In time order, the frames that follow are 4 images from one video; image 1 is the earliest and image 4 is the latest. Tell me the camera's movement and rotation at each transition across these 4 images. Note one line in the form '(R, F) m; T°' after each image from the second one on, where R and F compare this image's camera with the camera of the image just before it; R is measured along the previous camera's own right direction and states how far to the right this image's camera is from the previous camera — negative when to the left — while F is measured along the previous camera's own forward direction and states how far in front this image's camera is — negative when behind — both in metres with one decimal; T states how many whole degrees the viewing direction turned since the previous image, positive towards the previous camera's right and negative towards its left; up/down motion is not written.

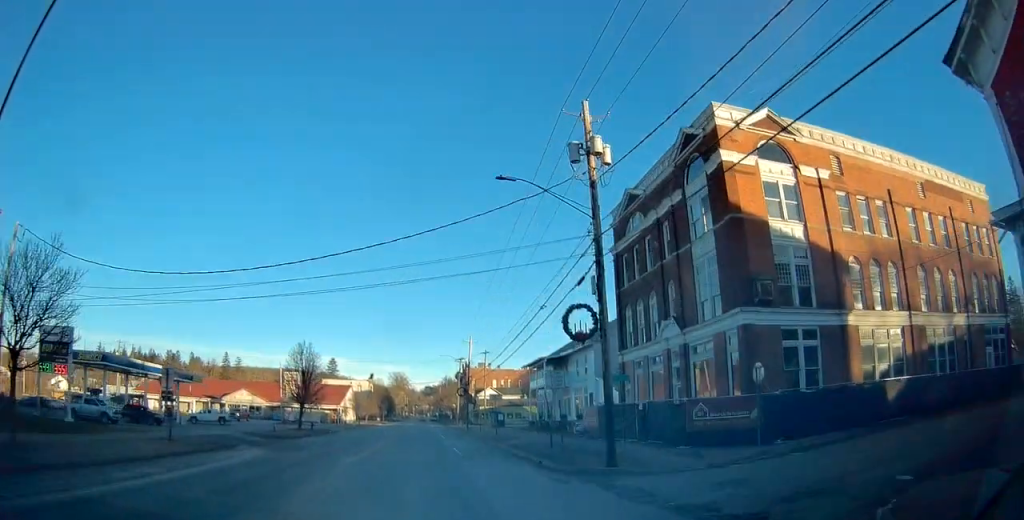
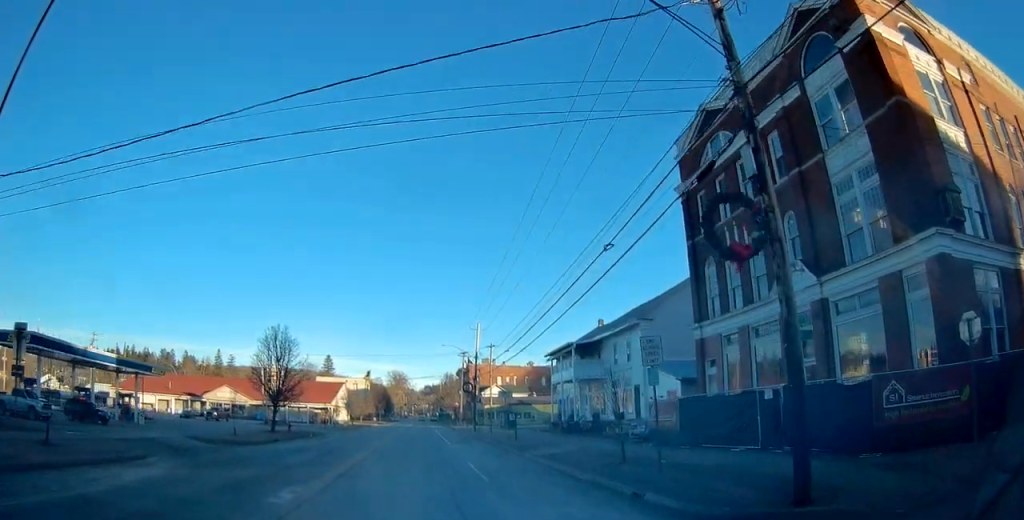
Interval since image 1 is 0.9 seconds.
(-0.1, +10.1) m; 0°
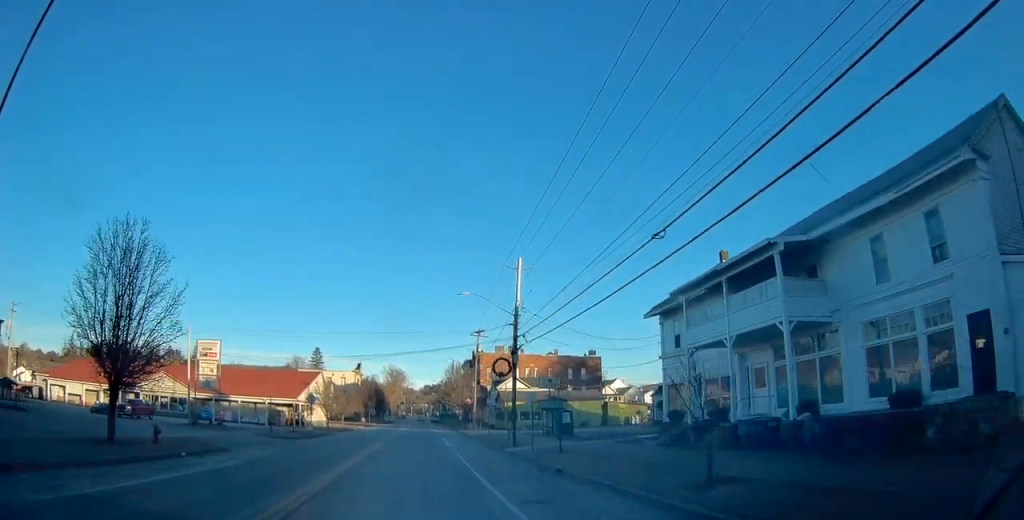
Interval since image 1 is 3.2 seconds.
(-0.2, +25.7) m; 0°
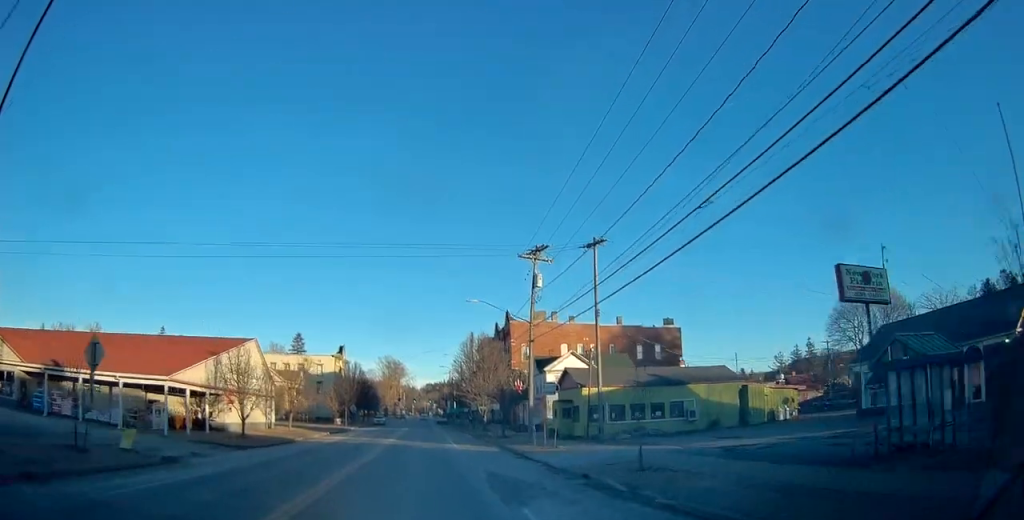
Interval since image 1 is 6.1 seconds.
(-0.2, +36.8) m; -2°
